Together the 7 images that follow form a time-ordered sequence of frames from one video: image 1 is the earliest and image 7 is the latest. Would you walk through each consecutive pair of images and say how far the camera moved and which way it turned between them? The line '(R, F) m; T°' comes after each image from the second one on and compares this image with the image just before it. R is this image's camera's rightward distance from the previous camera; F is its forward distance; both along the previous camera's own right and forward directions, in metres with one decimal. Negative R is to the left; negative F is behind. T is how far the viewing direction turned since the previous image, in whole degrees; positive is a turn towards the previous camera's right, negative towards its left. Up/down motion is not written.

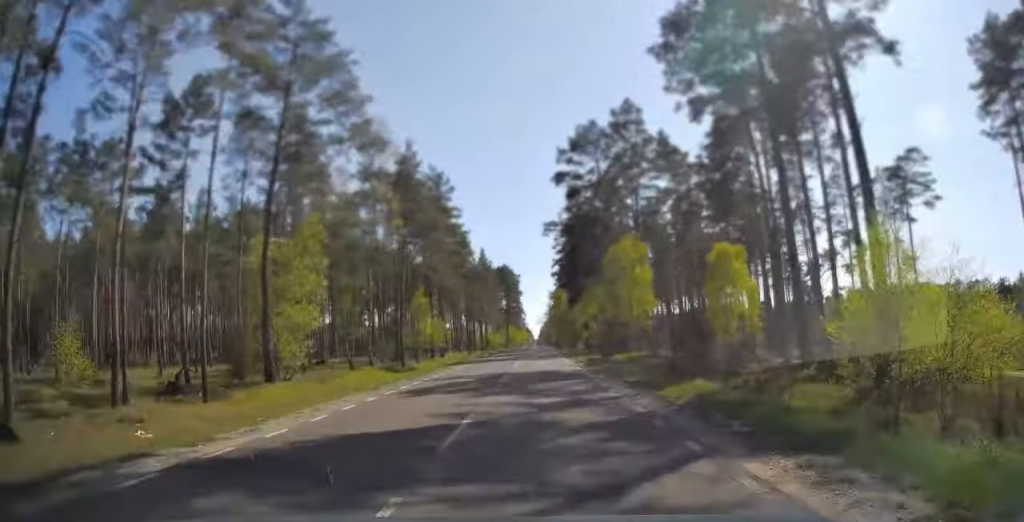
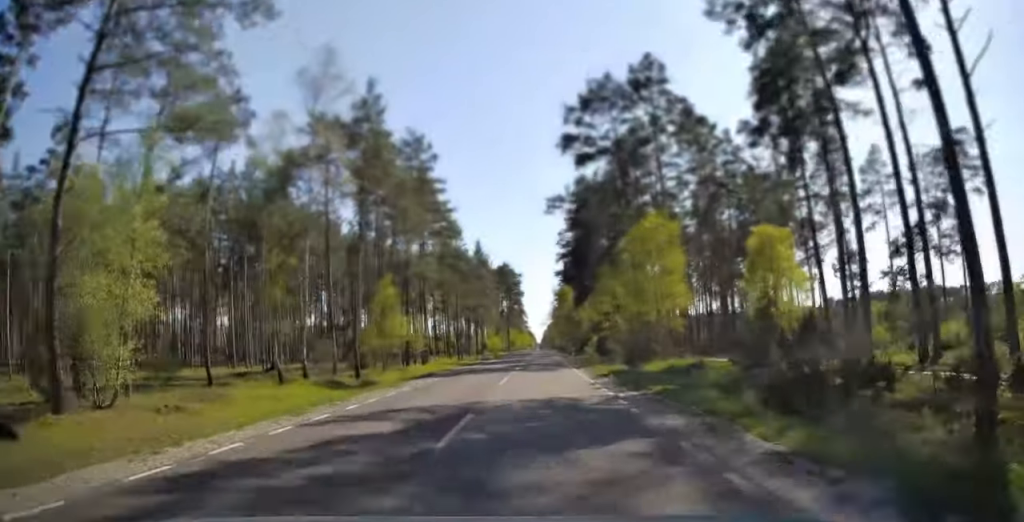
(0.0, +11.5) m; 0°
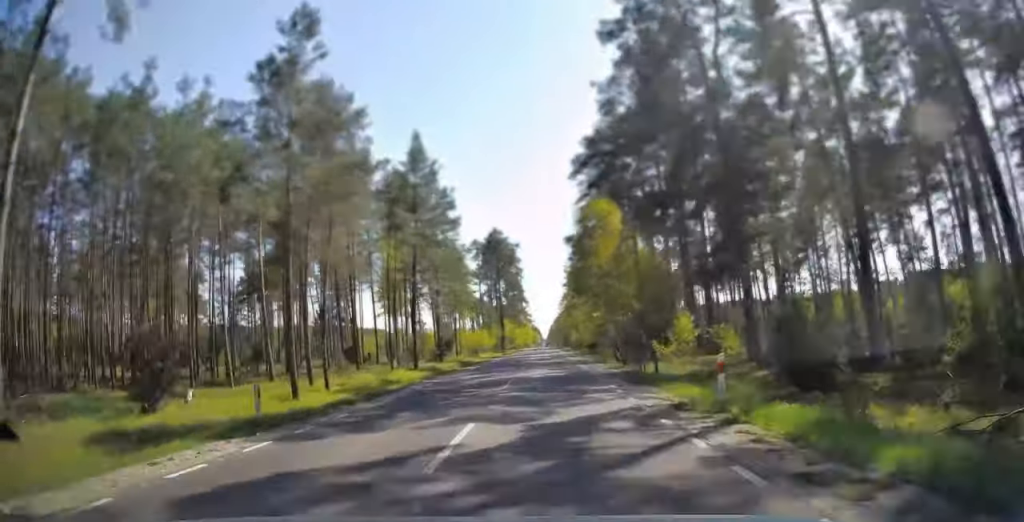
(-0.4, +48.7) m; 0°
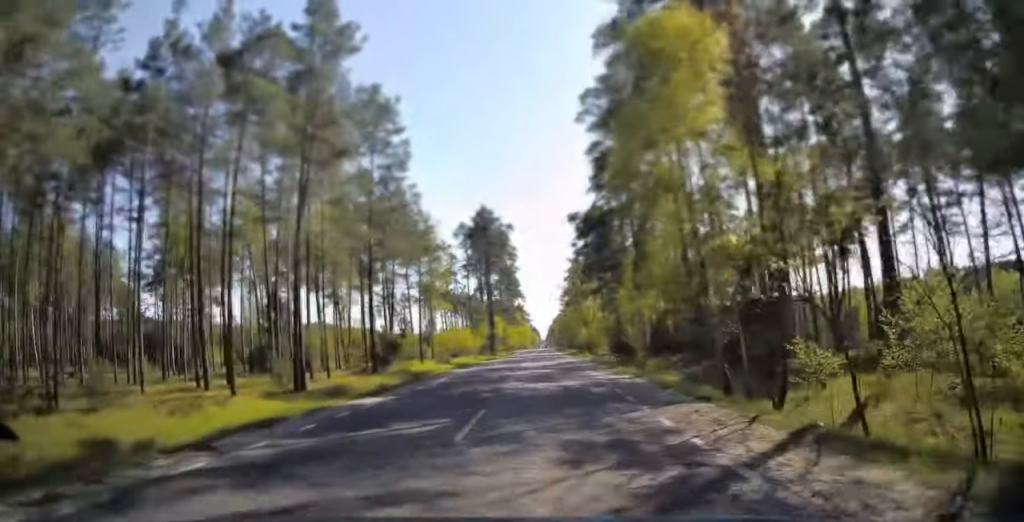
(+0.1, +21.6) m; 0°
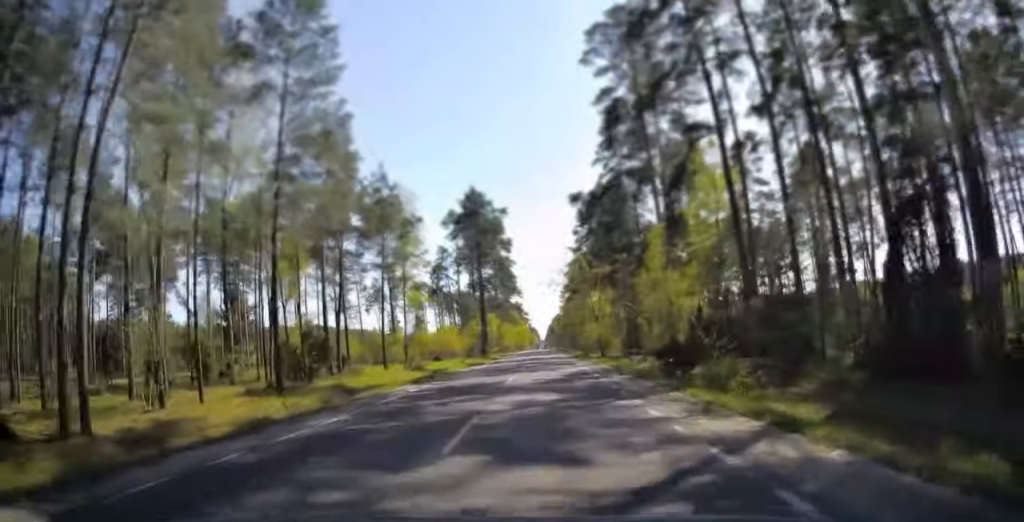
(0.0, +12.8) m; 0°
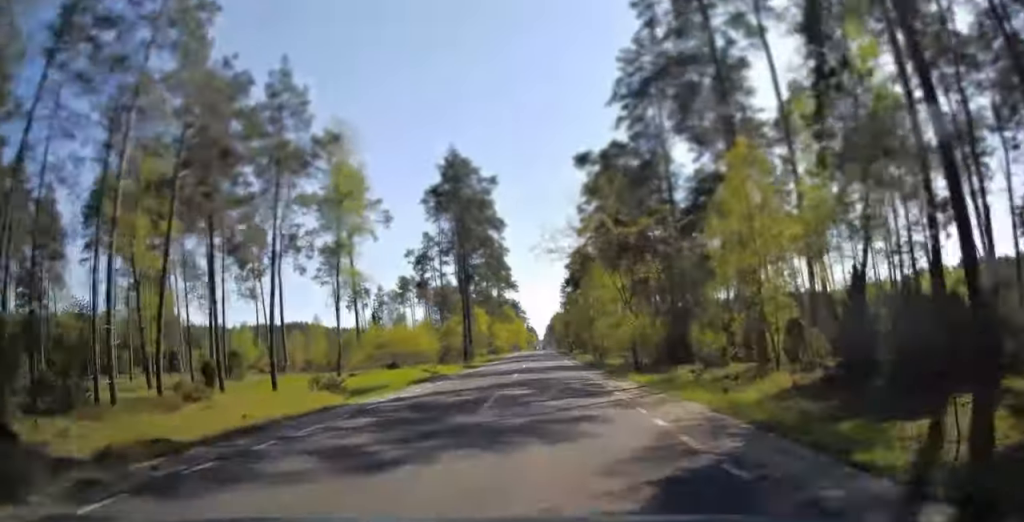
(0.0, +18.3) m; 0°
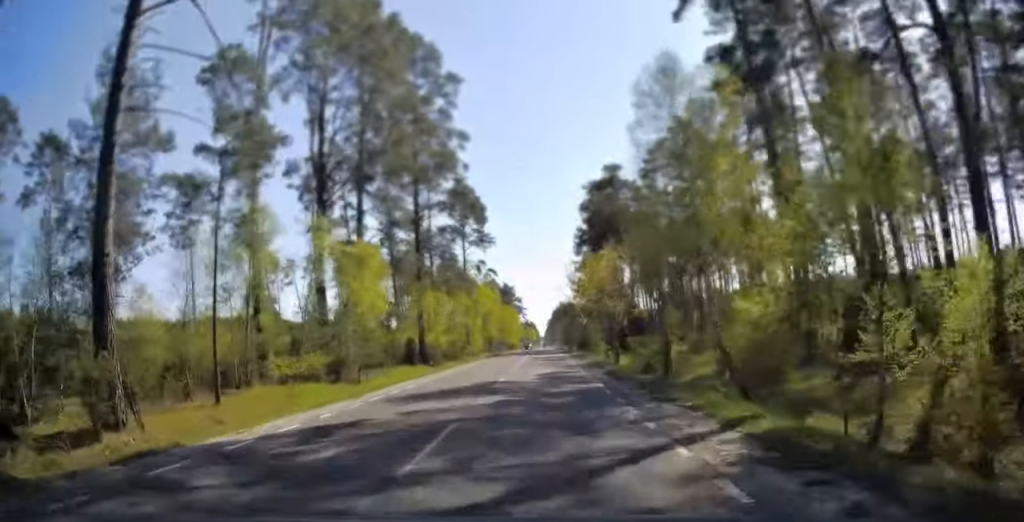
(-0.1, +65.0) m; 0°
